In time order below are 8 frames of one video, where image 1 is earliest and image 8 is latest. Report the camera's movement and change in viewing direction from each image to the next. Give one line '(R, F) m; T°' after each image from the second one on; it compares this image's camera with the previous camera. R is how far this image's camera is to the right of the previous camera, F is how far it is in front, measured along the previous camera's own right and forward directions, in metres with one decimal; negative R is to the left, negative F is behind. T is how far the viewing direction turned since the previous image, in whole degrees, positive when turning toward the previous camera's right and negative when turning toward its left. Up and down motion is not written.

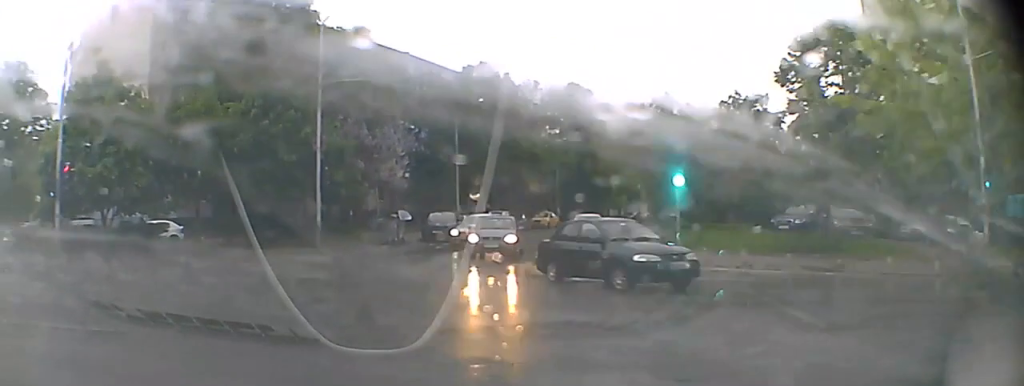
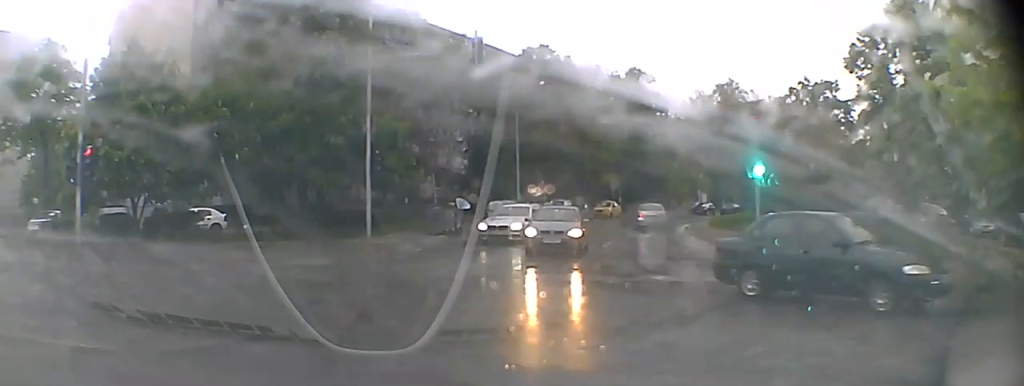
(-0.1, +1.8) m; -11°
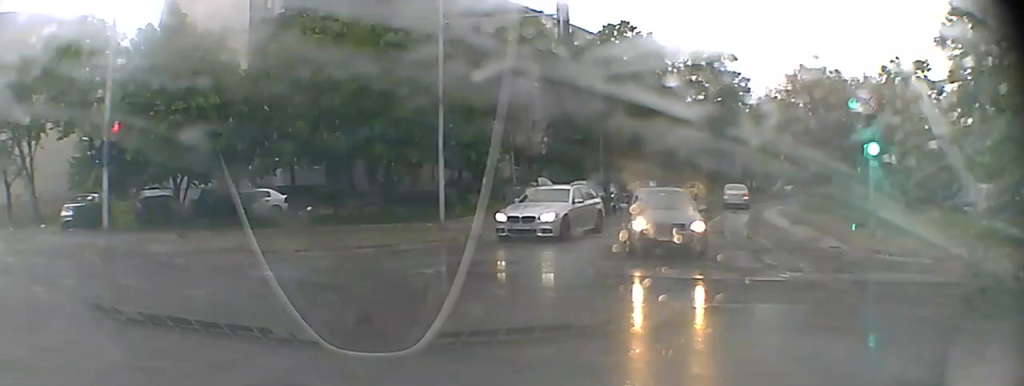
(-0.3, +3.0) m; -10°
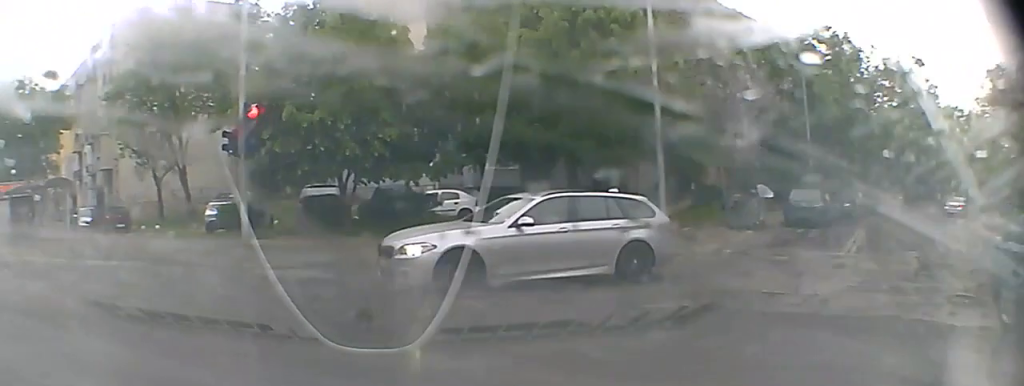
(-0.7, +5.9) m; -10°
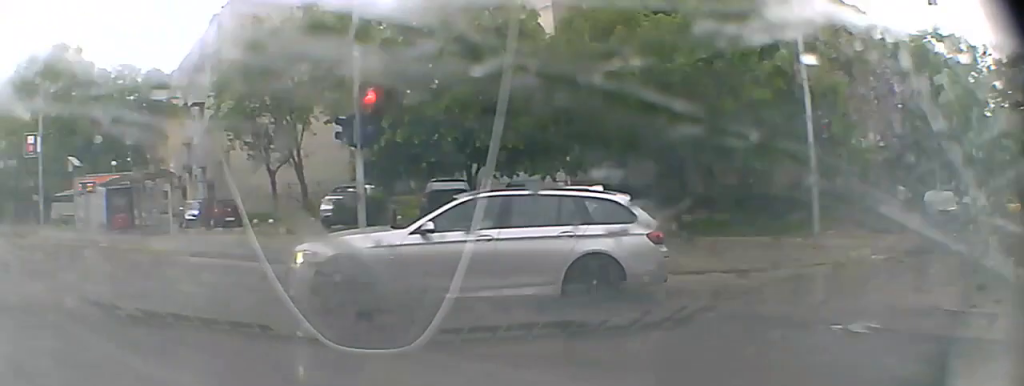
(0.0, +1.9) m; -2°
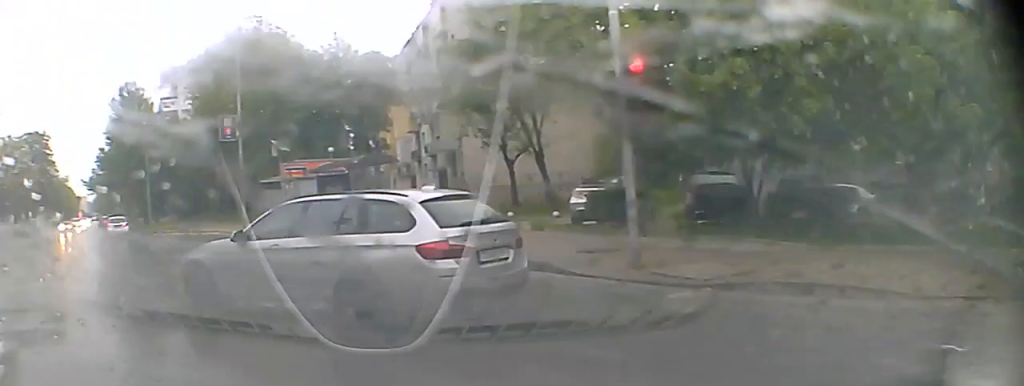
(-0.1, +4.6) m; -3°
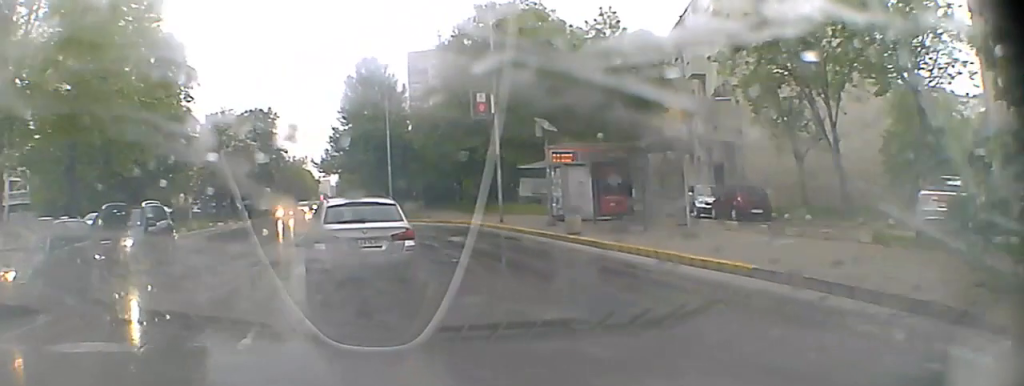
(-0.3, +7.5) m; -3°
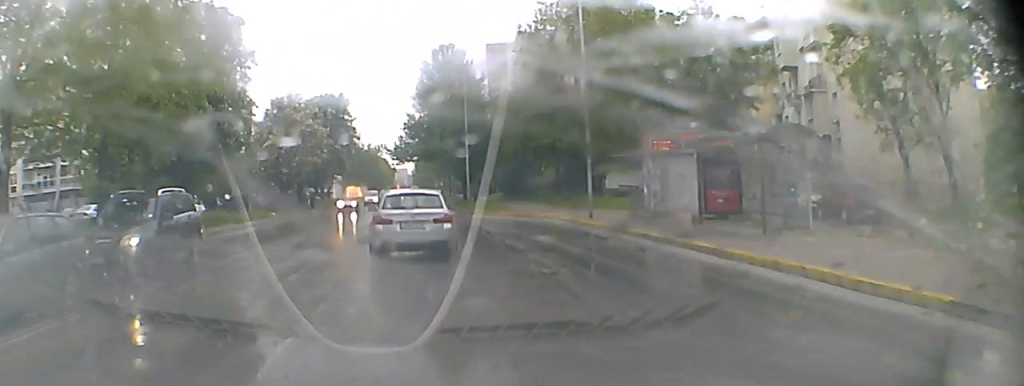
(0.0, +4.6) m; 0°
